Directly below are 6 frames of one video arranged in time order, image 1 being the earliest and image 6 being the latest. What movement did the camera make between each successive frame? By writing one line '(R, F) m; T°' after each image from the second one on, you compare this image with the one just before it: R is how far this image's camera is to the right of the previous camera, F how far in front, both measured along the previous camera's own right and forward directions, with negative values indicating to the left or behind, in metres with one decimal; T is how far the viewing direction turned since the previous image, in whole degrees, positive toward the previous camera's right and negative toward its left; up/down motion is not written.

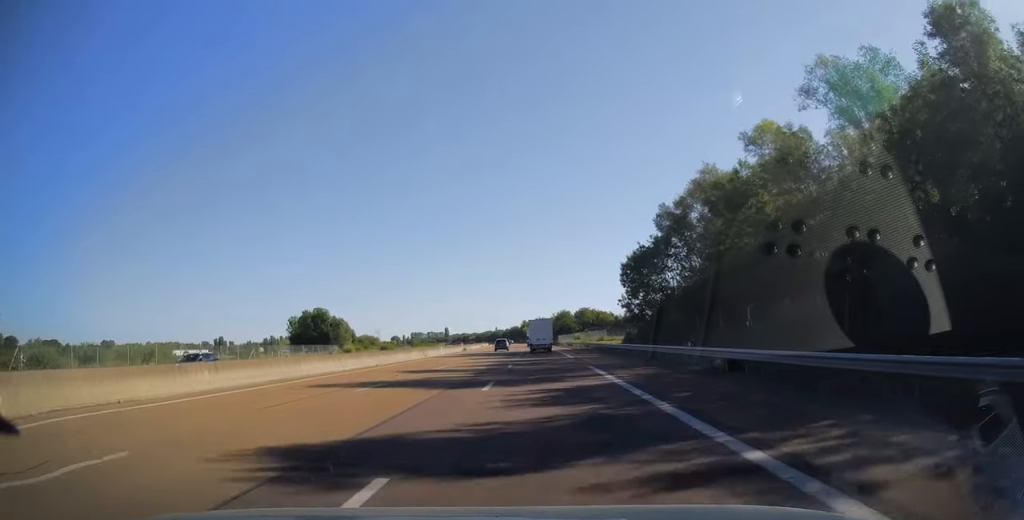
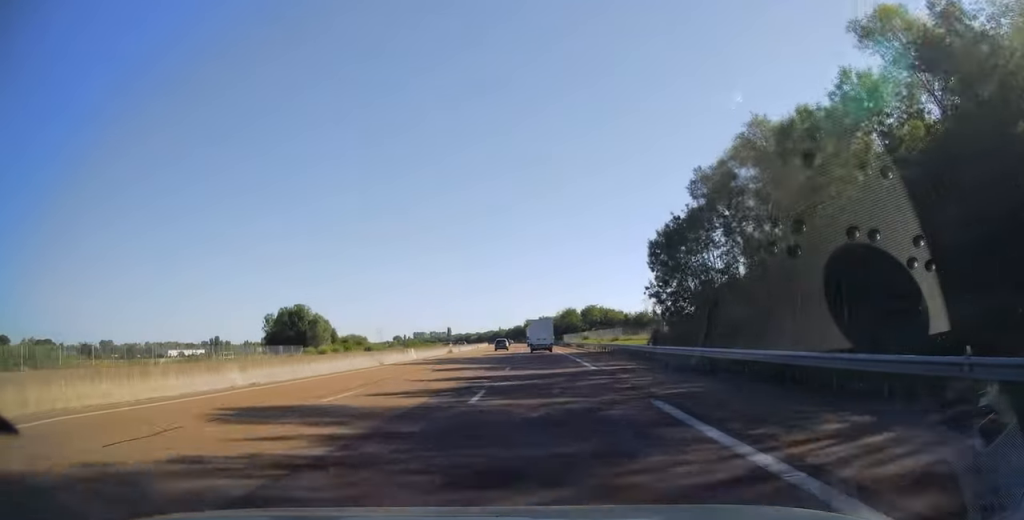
(-0.2, +16.0) m; -1°
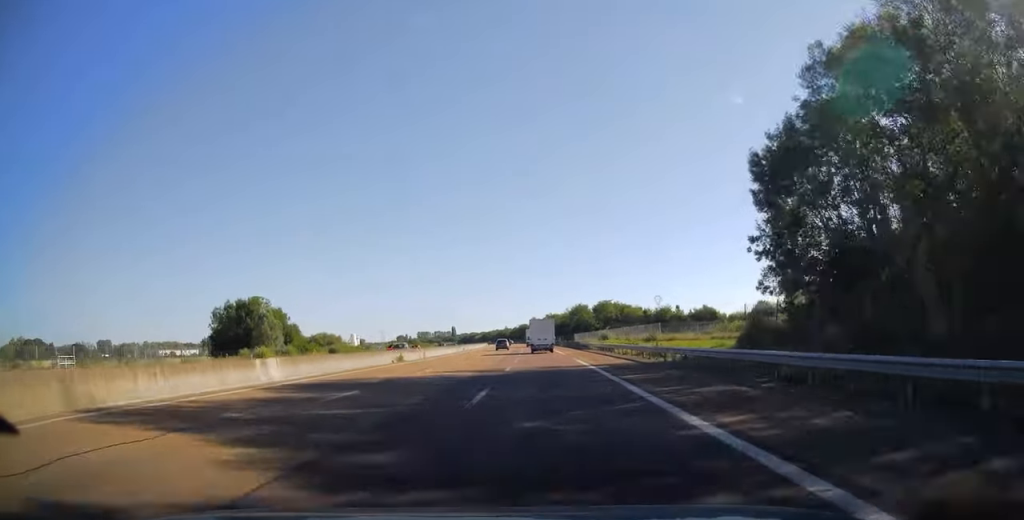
(-0.2, +26.2) m; -1°
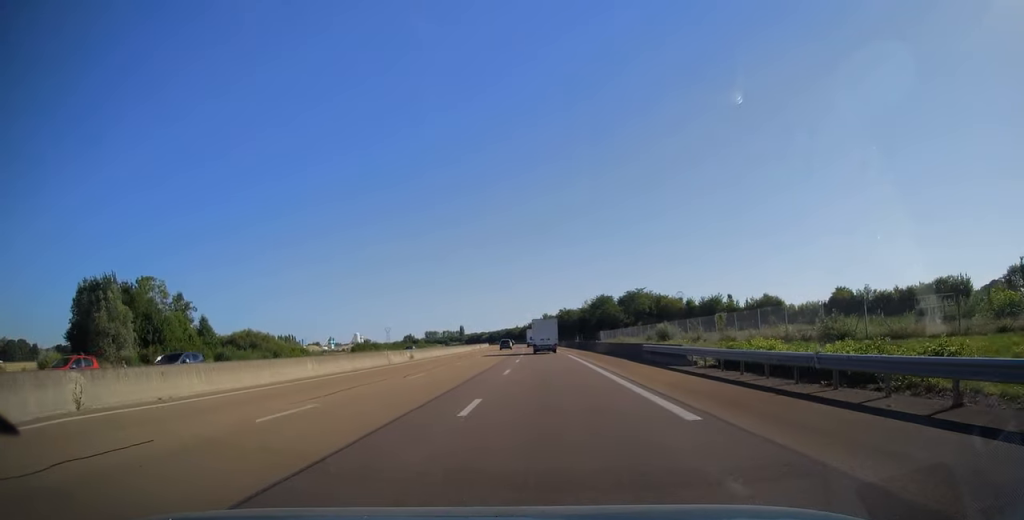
(-0.3, +41.1) m; -1°
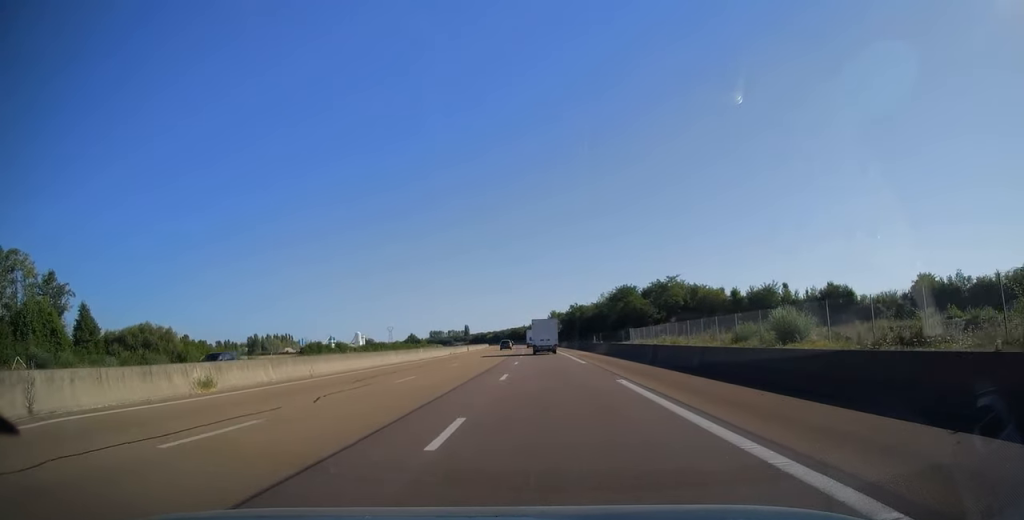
(-0.1, +29.3) m; -1°
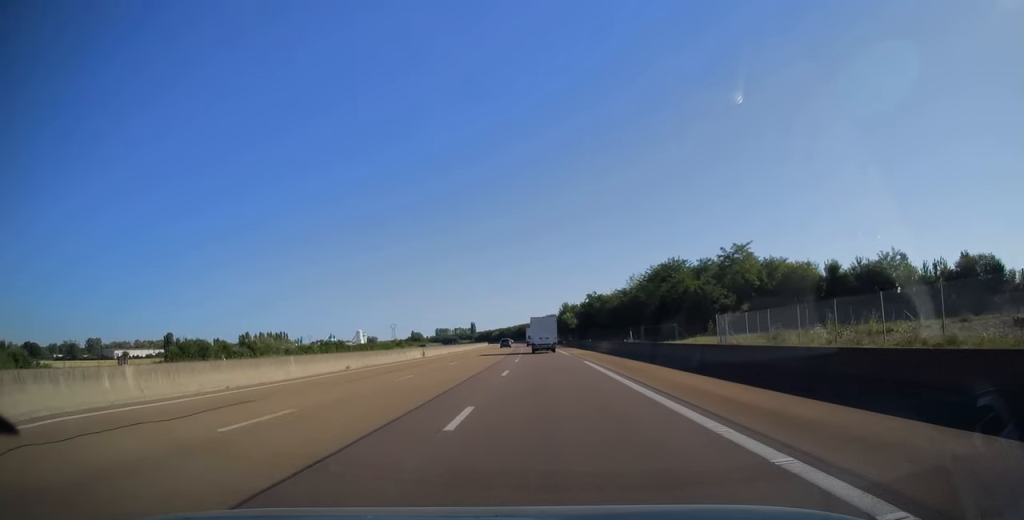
(-0.5, +37.7) m; -1°
